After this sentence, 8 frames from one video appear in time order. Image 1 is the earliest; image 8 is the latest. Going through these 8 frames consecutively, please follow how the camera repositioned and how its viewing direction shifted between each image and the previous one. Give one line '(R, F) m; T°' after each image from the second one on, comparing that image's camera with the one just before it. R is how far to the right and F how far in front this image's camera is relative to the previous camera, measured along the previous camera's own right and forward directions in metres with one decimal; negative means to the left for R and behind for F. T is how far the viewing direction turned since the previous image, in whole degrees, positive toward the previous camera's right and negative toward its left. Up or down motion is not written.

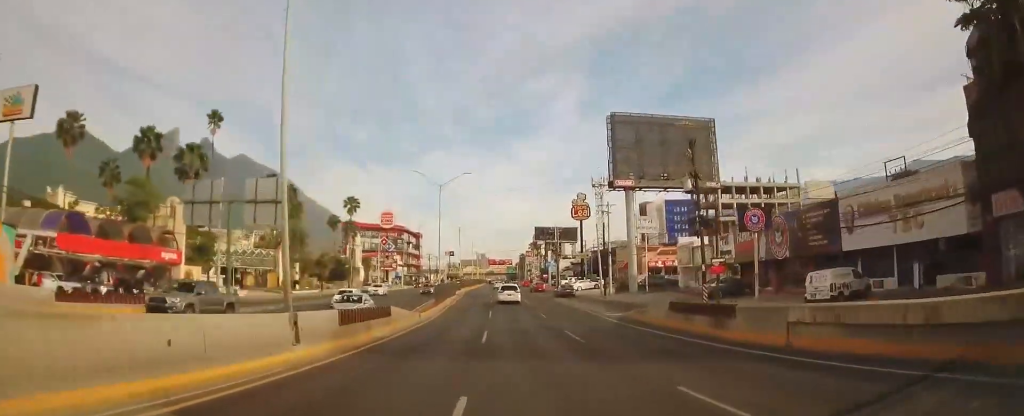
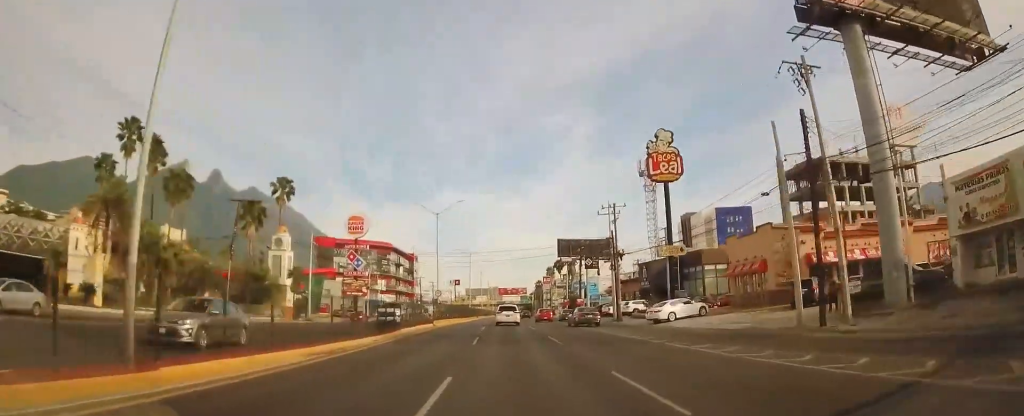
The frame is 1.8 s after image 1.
(0.0, +42.1) m; 0°
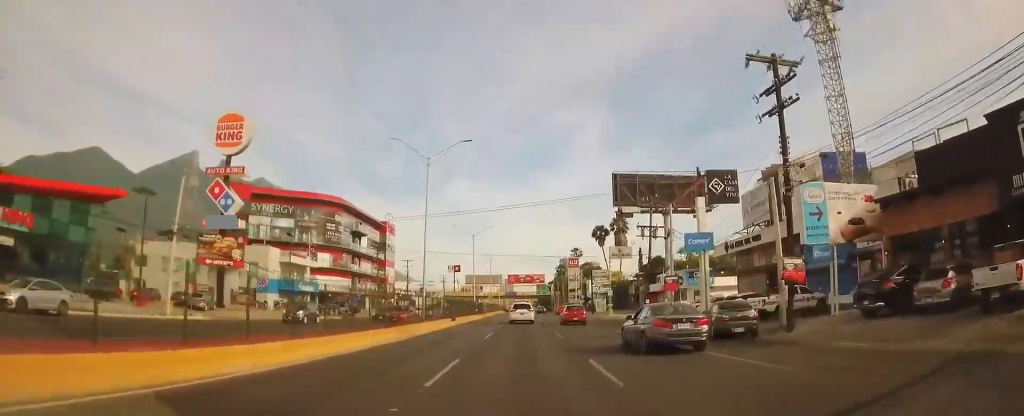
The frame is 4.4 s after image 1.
(+0.3, +57.1) m; -1°
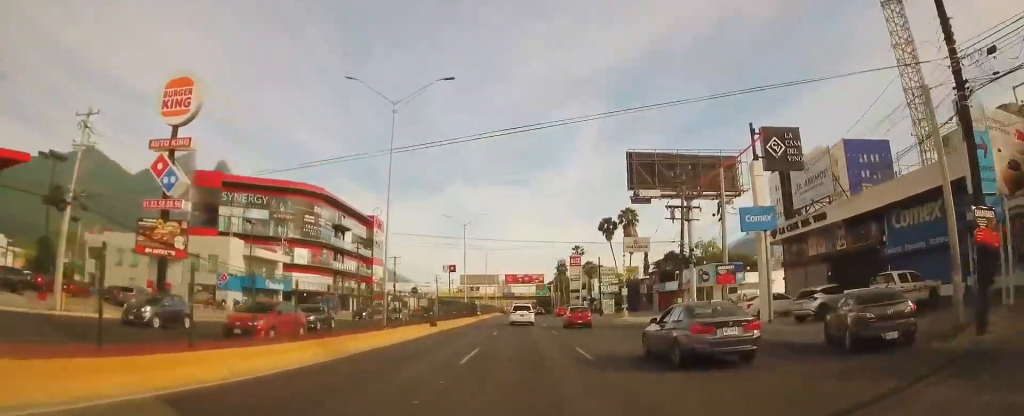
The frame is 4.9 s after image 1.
(-0.1, +10.1) m; 0°
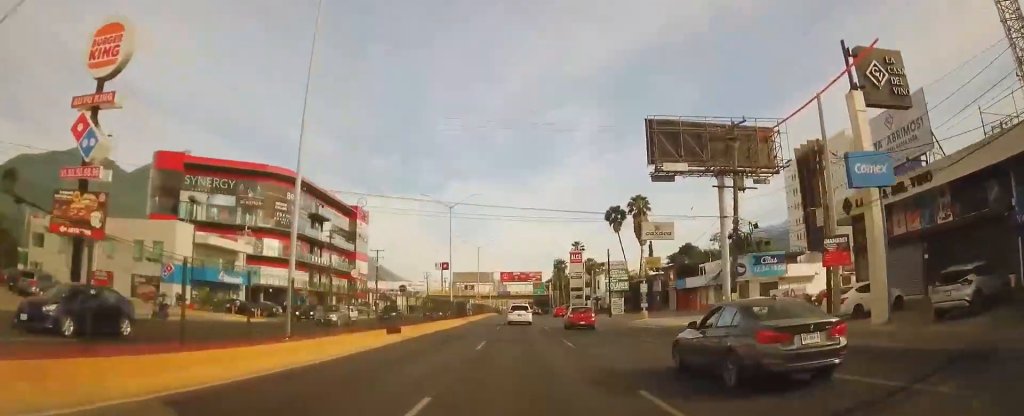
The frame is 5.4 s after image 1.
(+0.2, +10.4) m; +1°
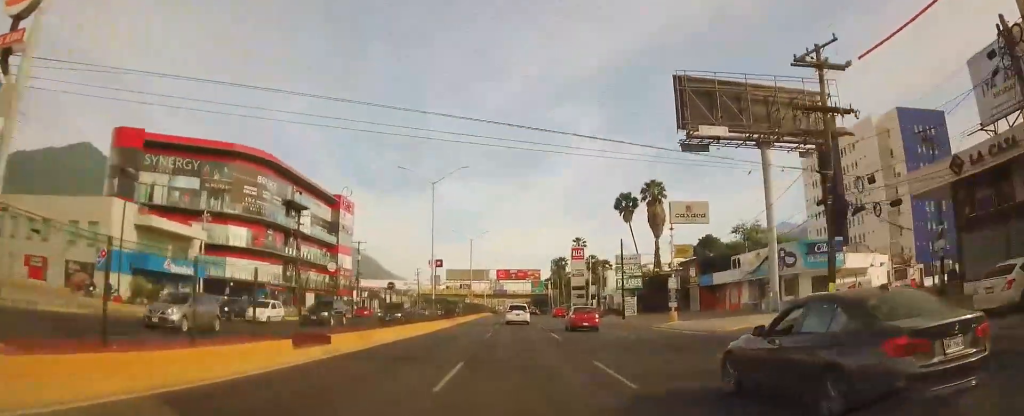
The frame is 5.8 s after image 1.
(+0.1, +9.7) m; 0°
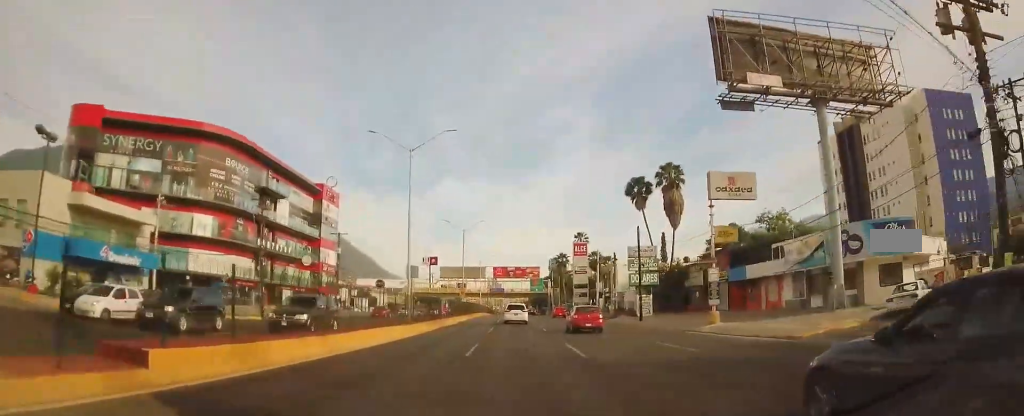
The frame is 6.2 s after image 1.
(0.0, +8.5) m; 0°
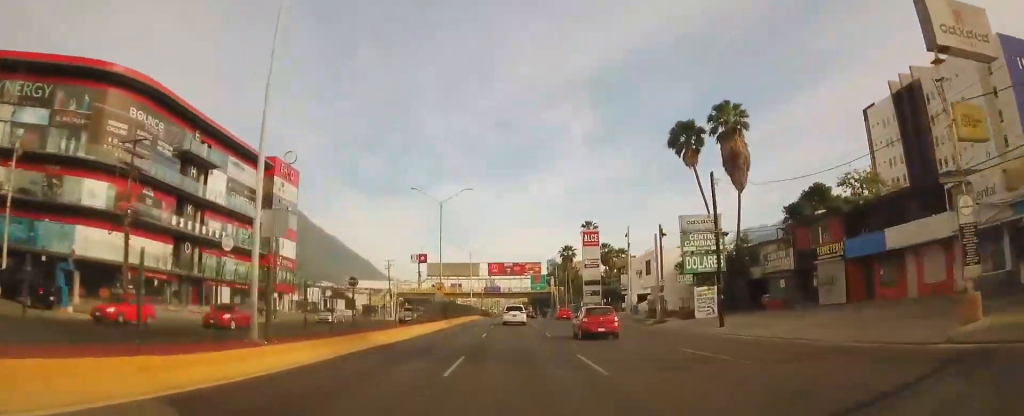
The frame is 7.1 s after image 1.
(0.0, +19.2) m; 0°
